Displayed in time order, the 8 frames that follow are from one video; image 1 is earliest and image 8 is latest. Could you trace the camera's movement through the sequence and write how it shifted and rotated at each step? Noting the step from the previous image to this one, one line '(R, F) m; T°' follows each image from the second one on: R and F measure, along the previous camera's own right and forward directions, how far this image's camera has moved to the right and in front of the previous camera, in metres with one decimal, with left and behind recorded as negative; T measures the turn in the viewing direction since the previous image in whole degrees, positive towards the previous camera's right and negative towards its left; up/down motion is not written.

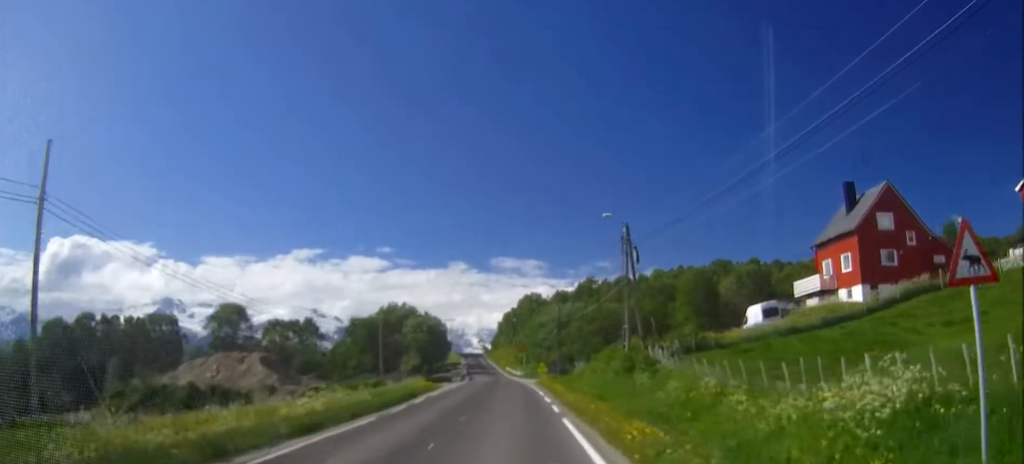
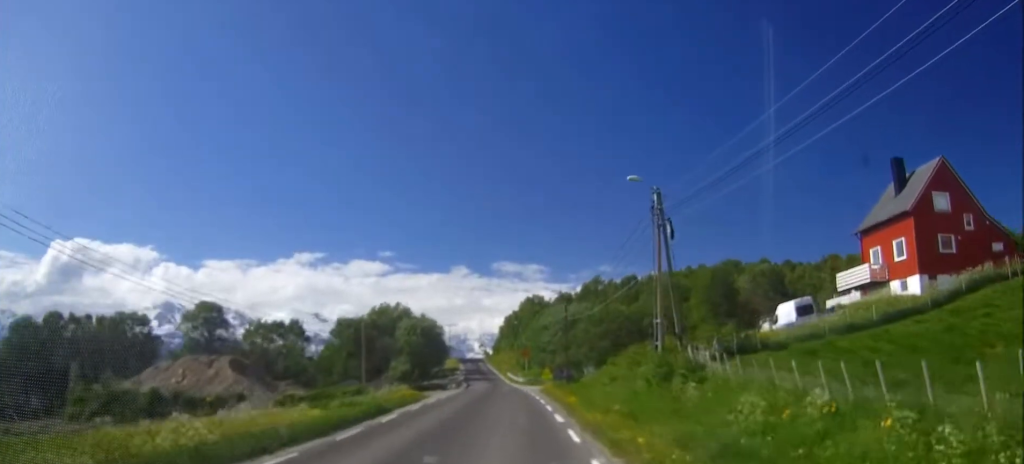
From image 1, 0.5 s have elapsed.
(+0.1, +7.8) m; 0°
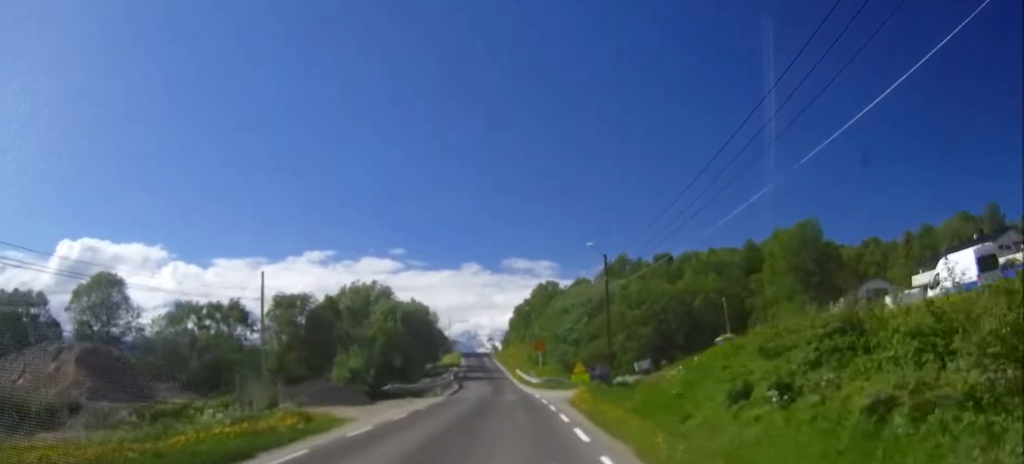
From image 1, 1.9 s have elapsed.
(-0.3, +23.5) m; -1°
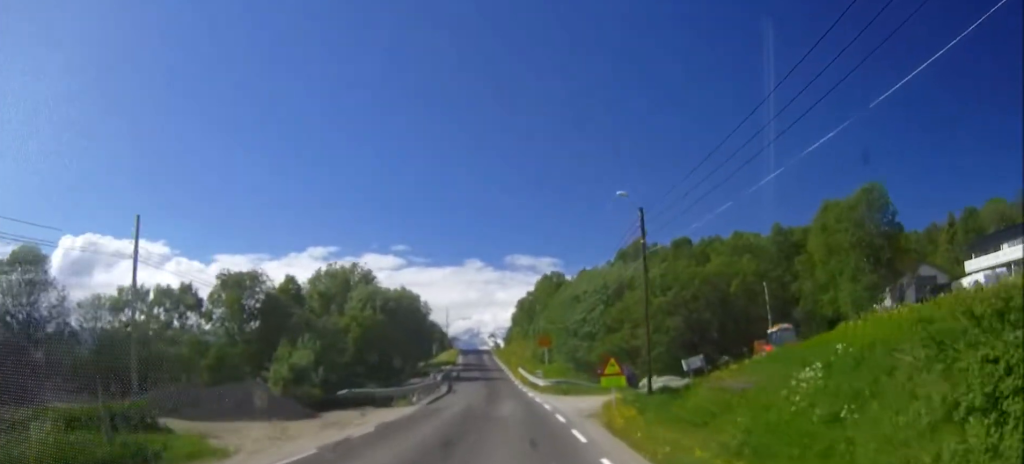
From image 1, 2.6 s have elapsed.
(+0.1, +11.9) m; 0°
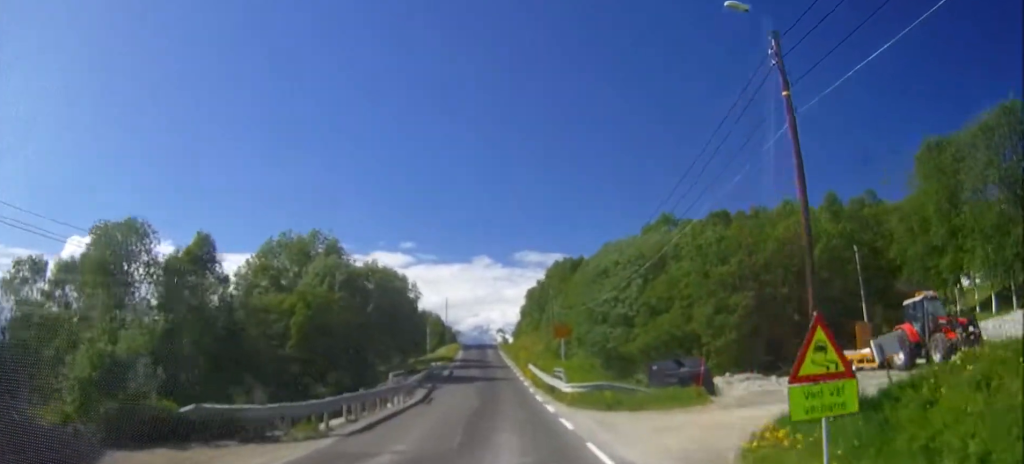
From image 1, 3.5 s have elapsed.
(-0.1, +16.6) m; -1°
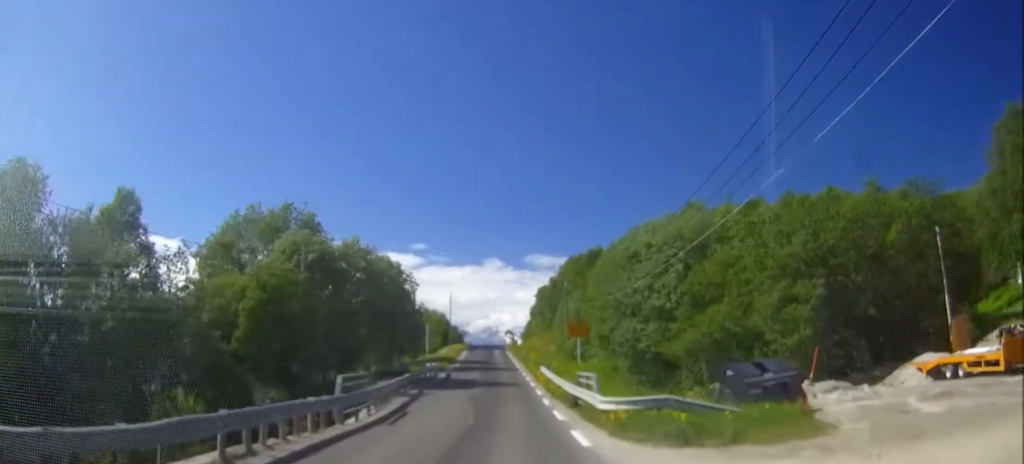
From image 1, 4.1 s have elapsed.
(0.0, +9.2) m; -1°
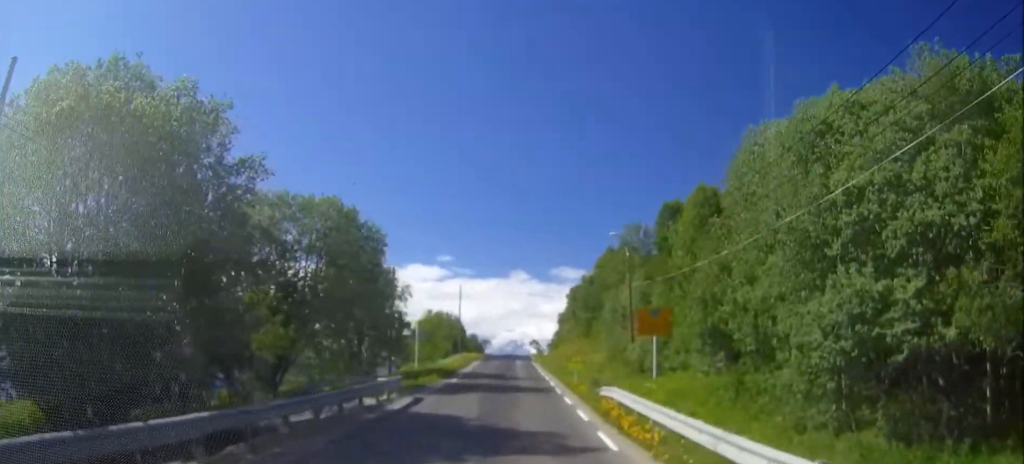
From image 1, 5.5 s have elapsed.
(-0.5, +24.0) m; -2°
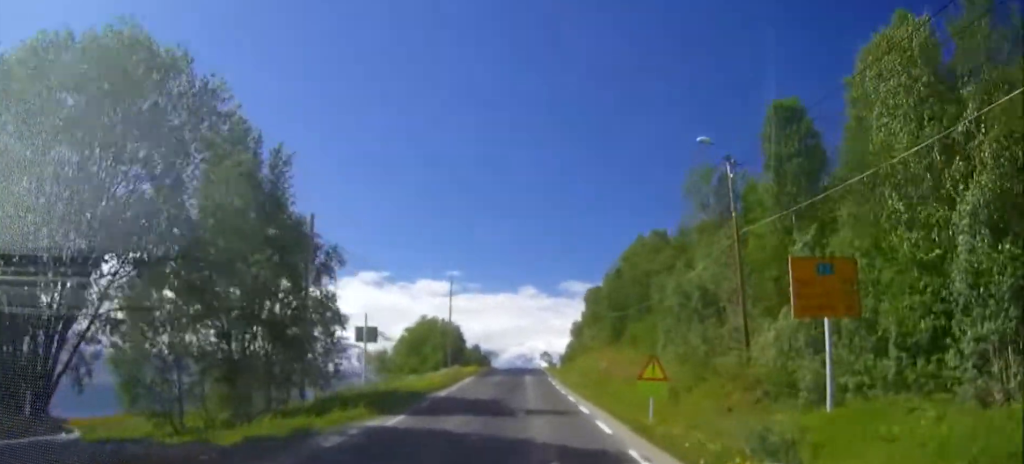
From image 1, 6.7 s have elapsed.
(-0.1, +17.9) m; -1°
